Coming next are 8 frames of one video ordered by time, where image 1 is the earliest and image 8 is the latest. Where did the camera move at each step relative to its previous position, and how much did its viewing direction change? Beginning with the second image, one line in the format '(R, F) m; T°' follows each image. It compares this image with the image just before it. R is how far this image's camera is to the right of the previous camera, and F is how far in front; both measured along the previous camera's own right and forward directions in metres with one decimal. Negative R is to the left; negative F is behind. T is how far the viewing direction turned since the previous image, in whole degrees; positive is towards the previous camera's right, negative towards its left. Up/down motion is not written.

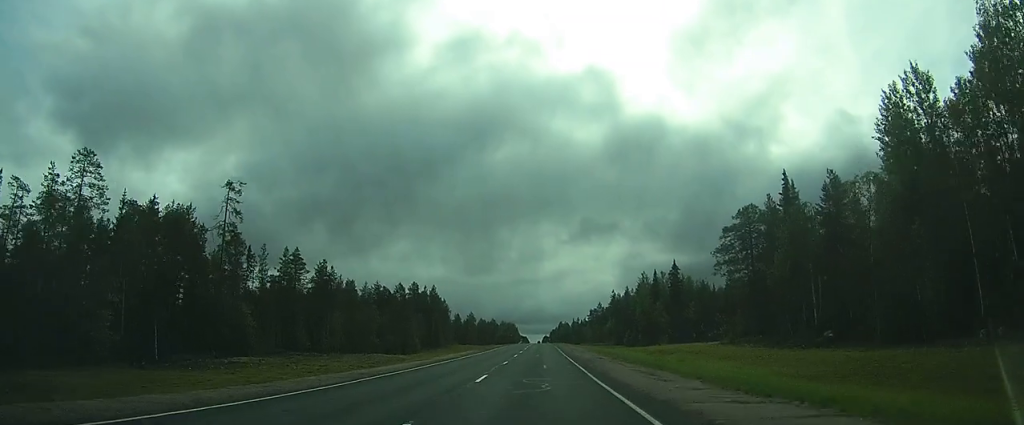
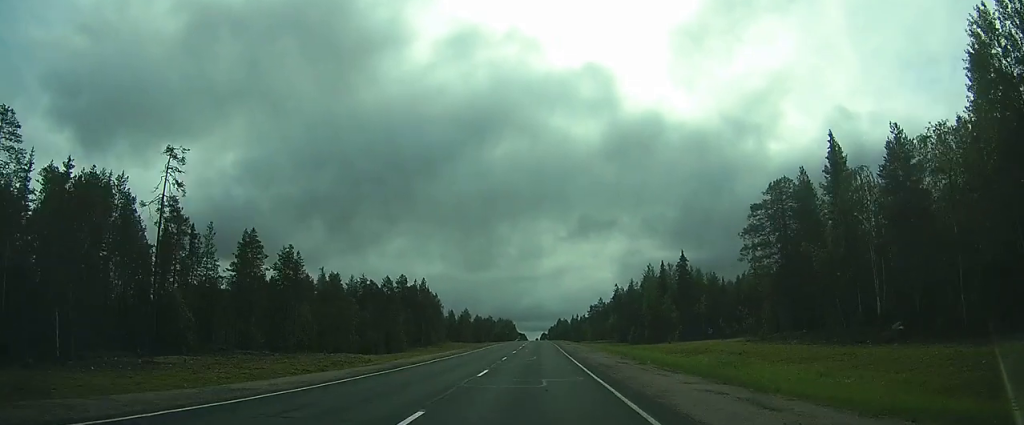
(0.0, +10.4) m; 0°
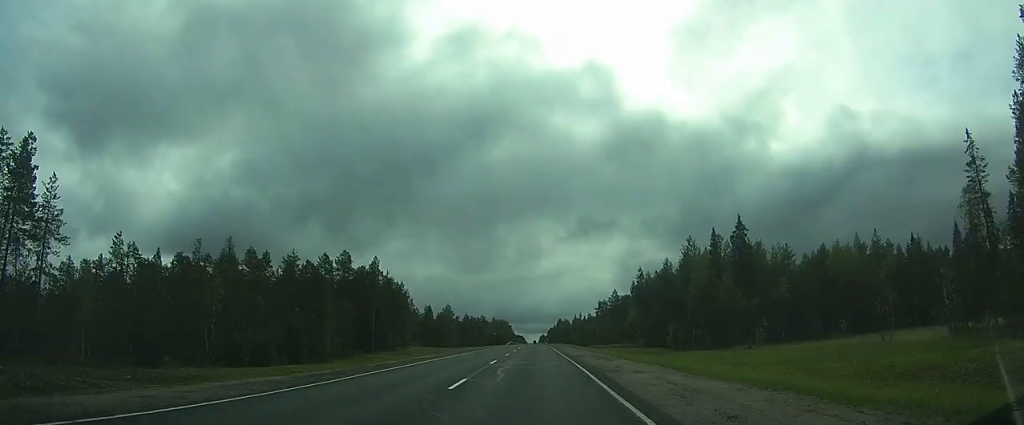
(+0.1, +39.4) m; +1°
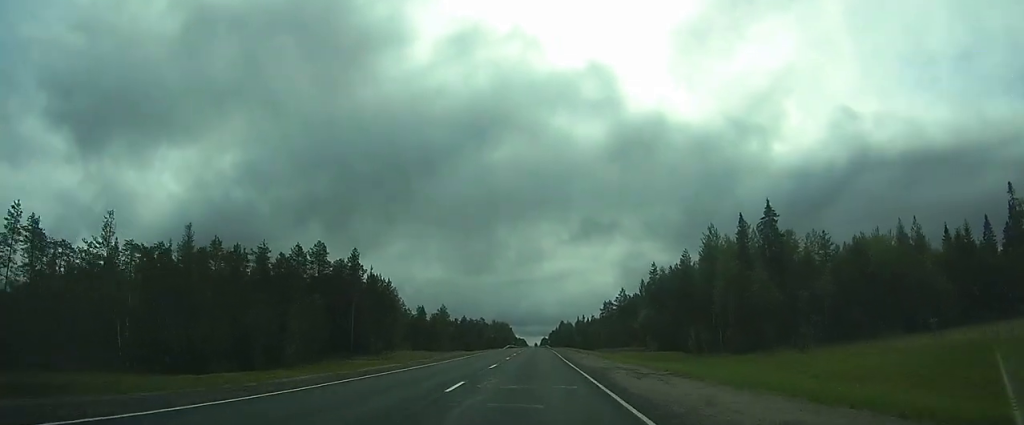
(0.0, +11.9) m; 0°
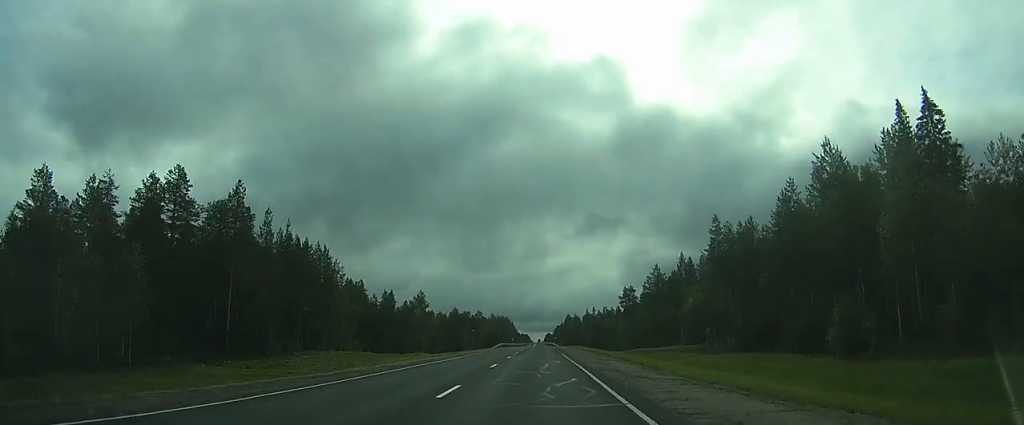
(+0.2, +36.4) m; +1°
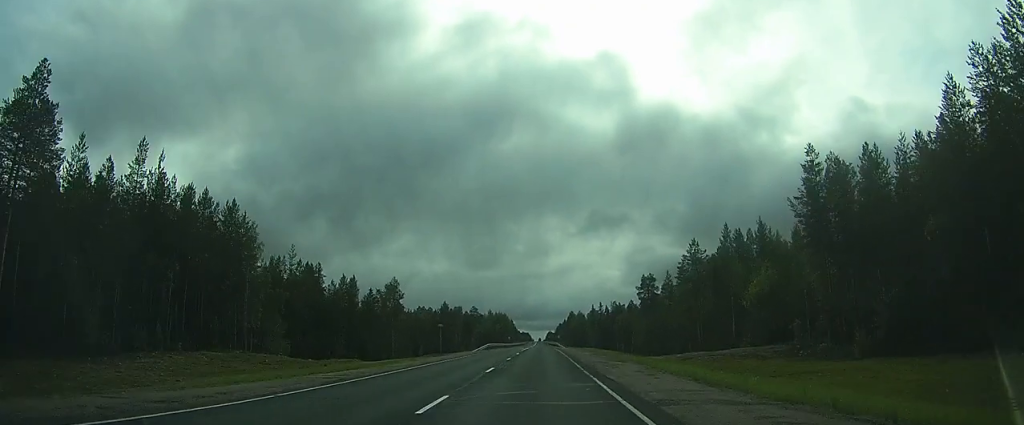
(+0.1, +25.1) m; 0°
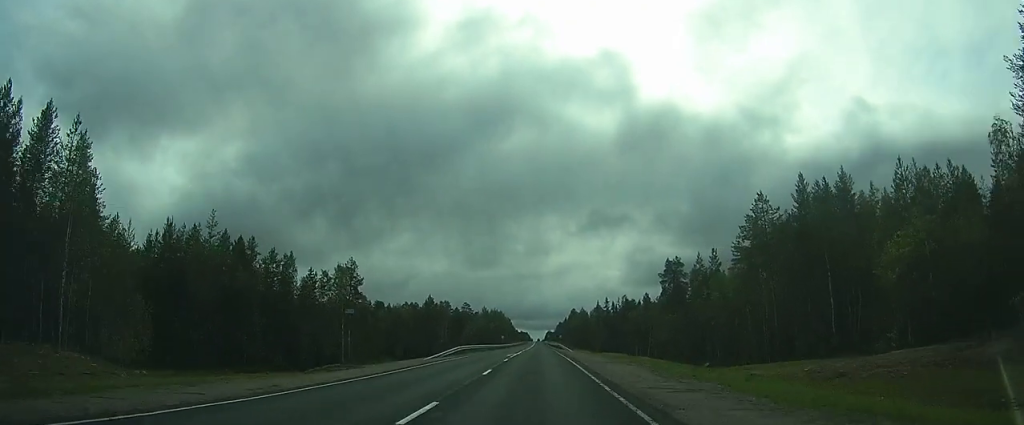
(-0.3, +24.4) m; -1°
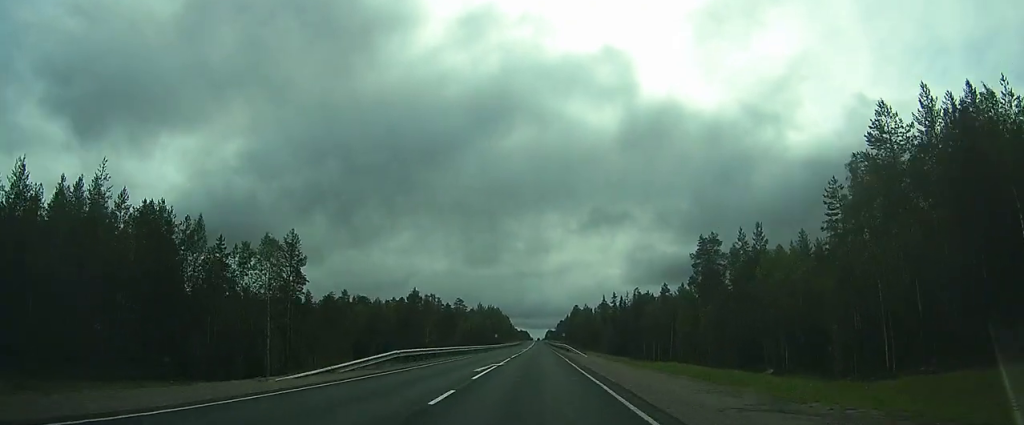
(-0.1, +20.8) m; 0°
